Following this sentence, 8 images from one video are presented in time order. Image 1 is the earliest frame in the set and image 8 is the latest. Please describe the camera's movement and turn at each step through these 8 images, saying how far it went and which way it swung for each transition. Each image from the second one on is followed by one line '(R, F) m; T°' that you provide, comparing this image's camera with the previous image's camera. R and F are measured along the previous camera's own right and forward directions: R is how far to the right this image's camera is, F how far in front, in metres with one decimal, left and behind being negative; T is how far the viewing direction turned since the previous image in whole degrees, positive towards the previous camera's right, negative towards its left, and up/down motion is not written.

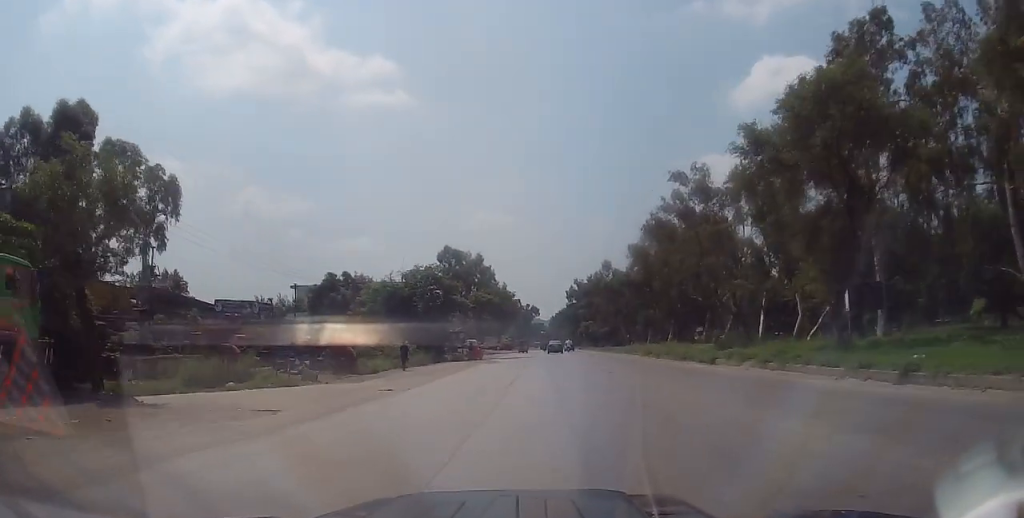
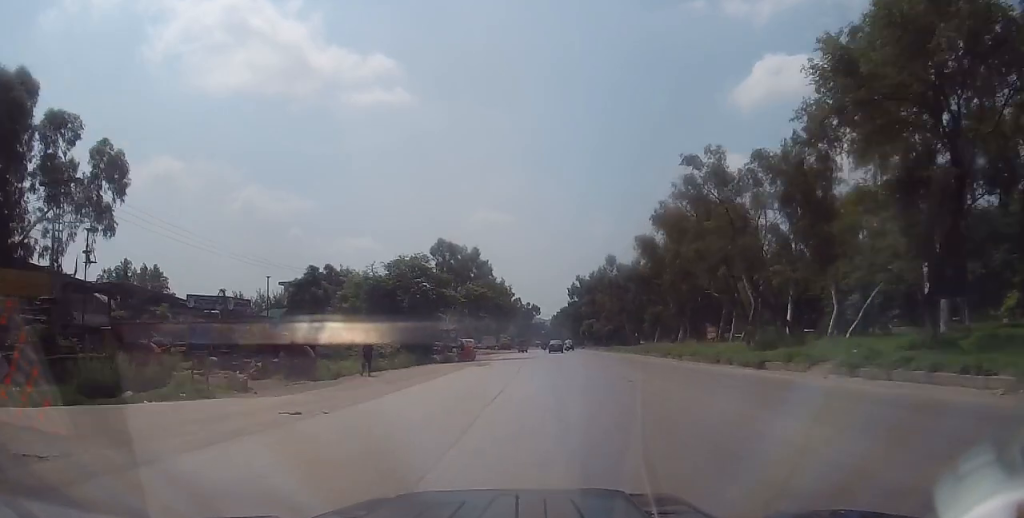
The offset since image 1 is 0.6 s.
(0.0, +6.5) m; 0°
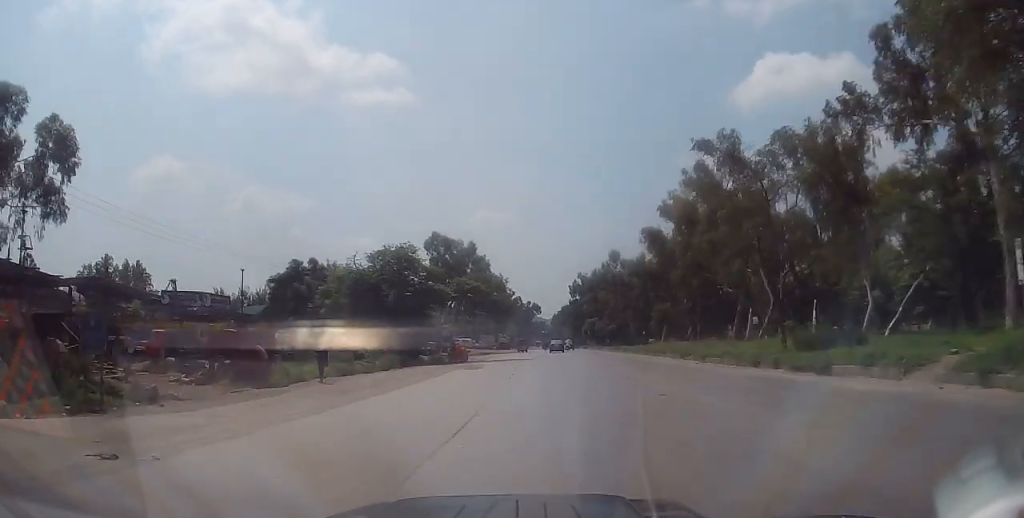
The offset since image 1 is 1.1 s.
(+0.1, +5.1) m; -1°
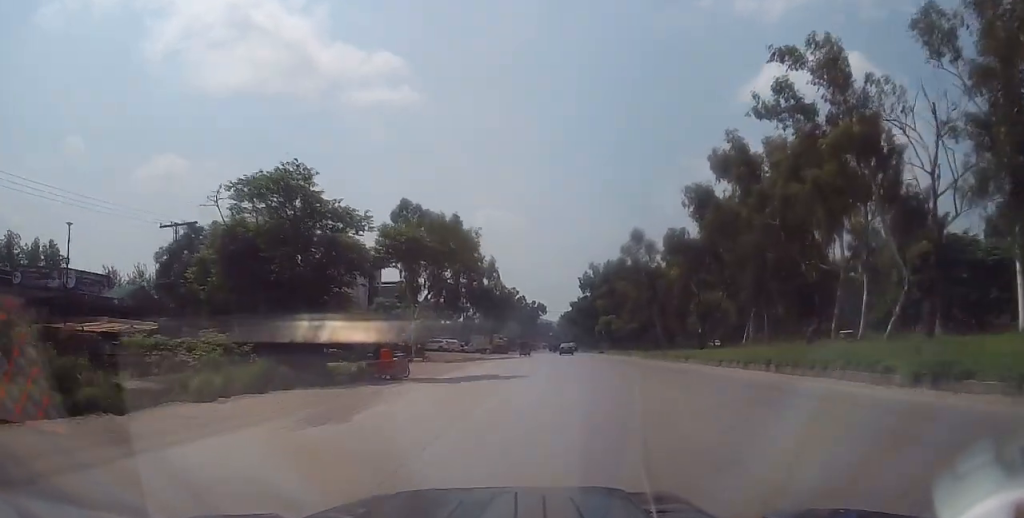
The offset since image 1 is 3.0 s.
(-0.2, +22.0) m; 0°
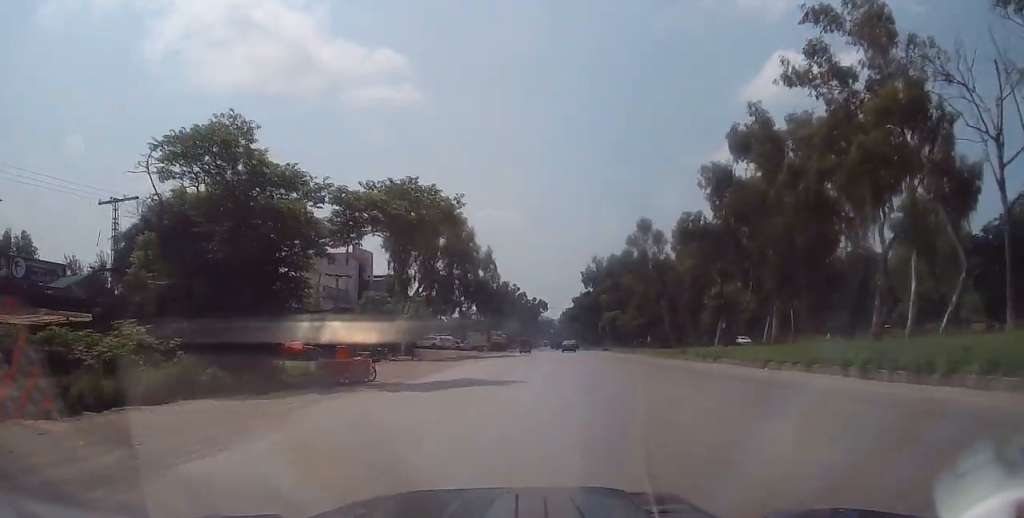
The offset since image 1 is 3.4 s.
(+0.2, +5.6) m; 0°
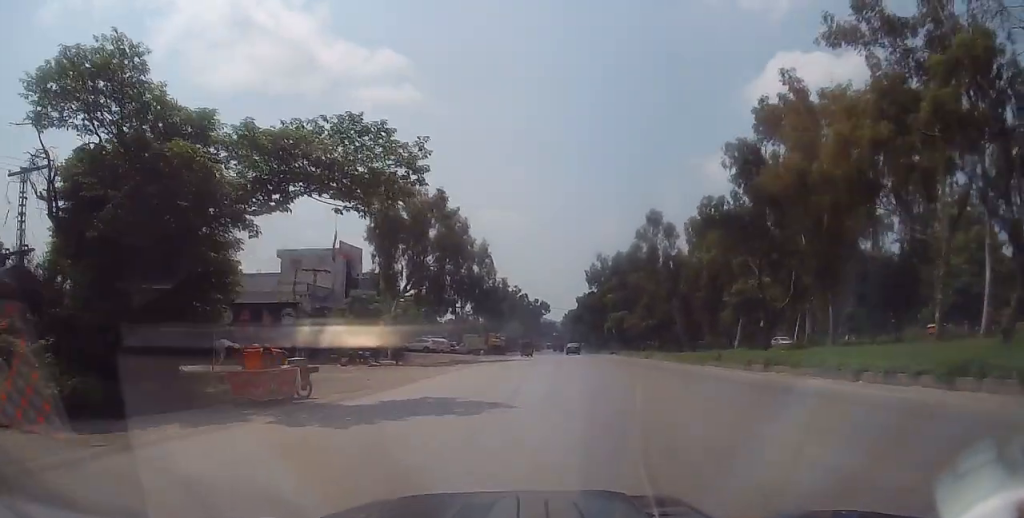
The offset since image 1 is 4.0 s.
(-0.2, +6.5) m; 0°
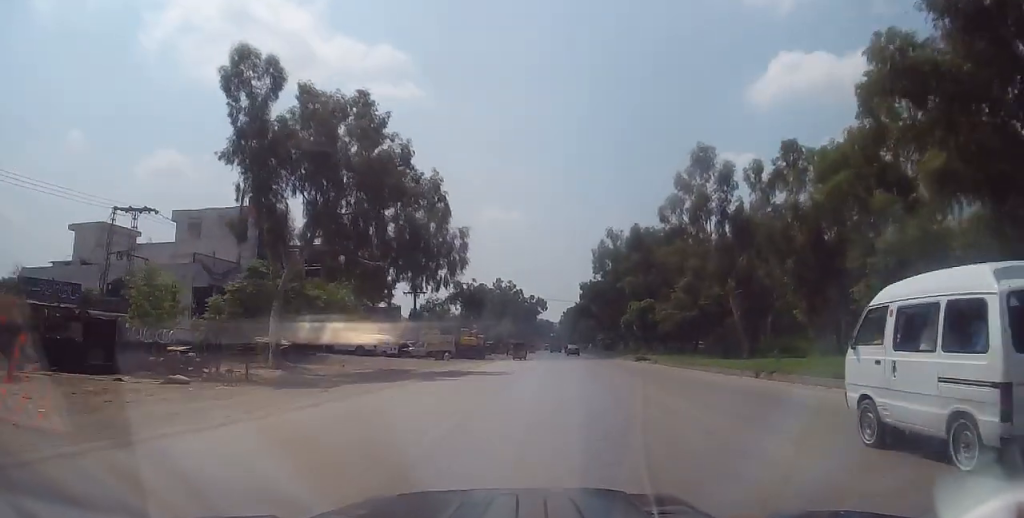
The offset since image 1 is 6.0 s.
(0.0, +25.5) m; -1°
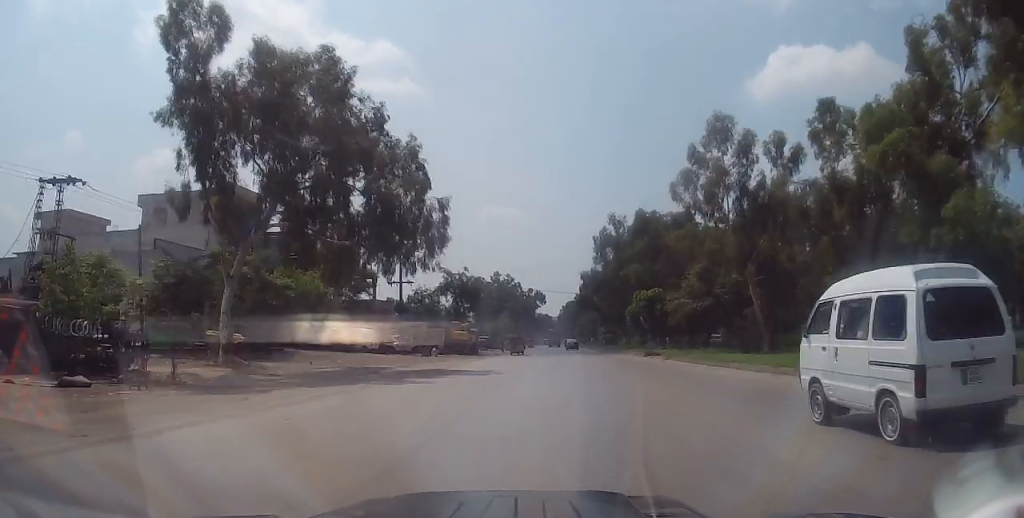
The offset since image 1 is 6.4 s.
(-0.1, +5.6) m; 0°
